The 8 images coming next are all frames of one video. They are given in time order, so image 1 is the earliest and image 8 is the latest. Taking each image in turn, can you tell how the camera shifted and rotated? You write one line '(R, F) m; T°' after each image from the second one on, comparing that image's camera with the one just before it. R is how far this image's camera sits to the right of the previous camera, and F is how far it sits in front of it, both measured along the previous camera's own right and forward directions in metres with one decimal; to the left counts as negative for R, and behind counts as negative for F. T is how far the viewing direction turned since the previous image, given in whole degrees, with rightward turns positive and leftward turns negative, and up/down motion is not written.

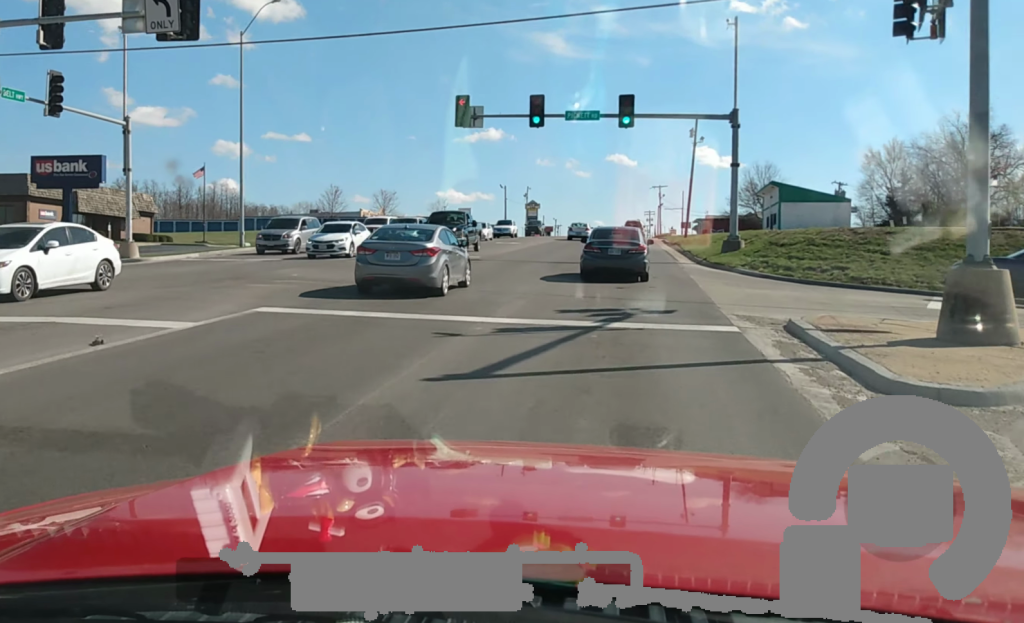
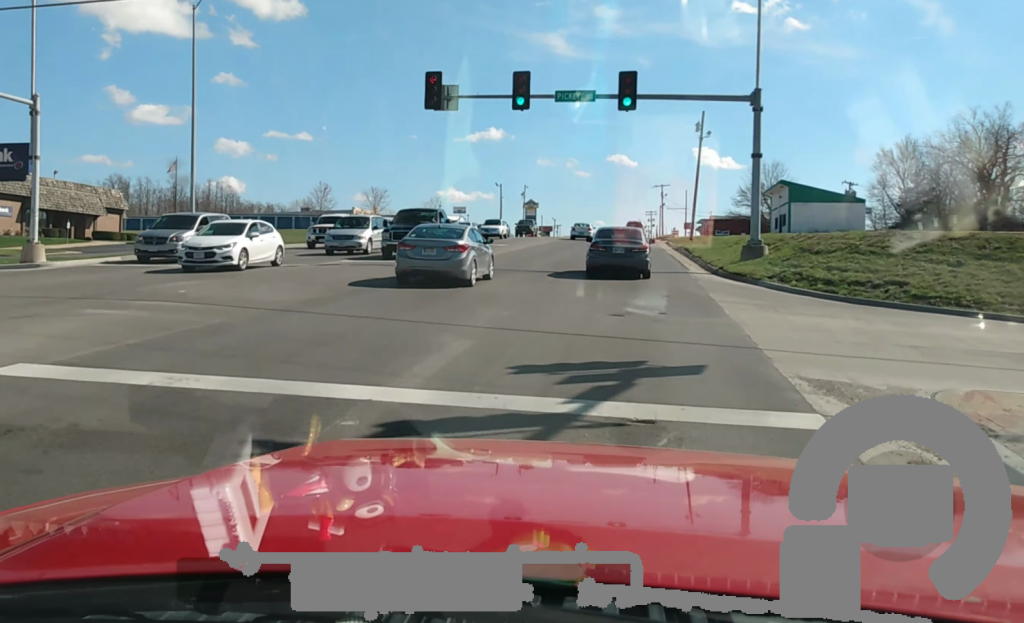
(0.0, +6.6) m; 0°
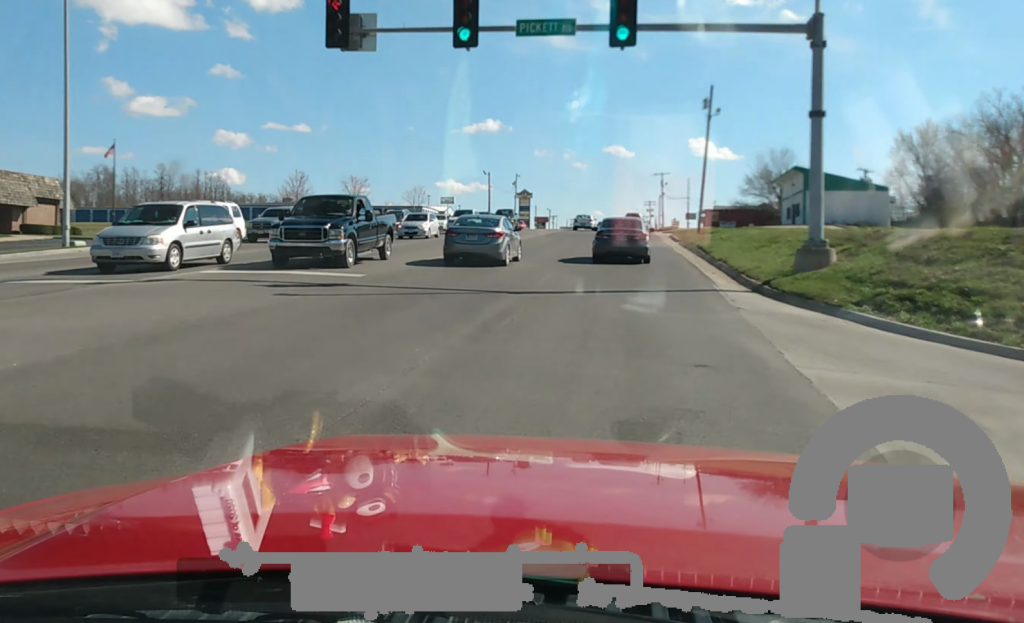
(0.0, +11.1) m; 0°
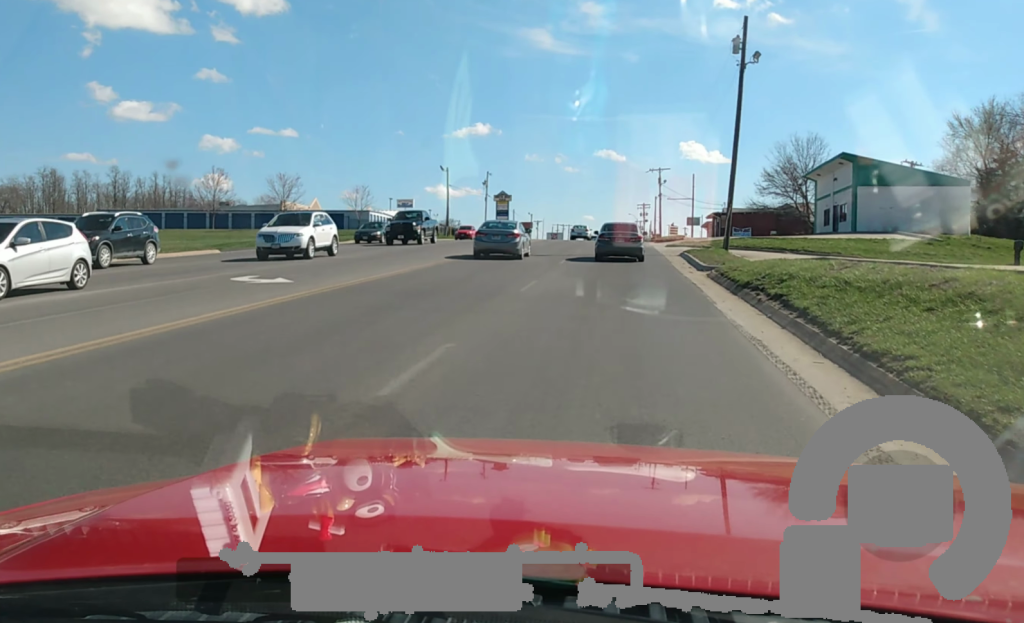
(0.0, +24.8) m; 0°
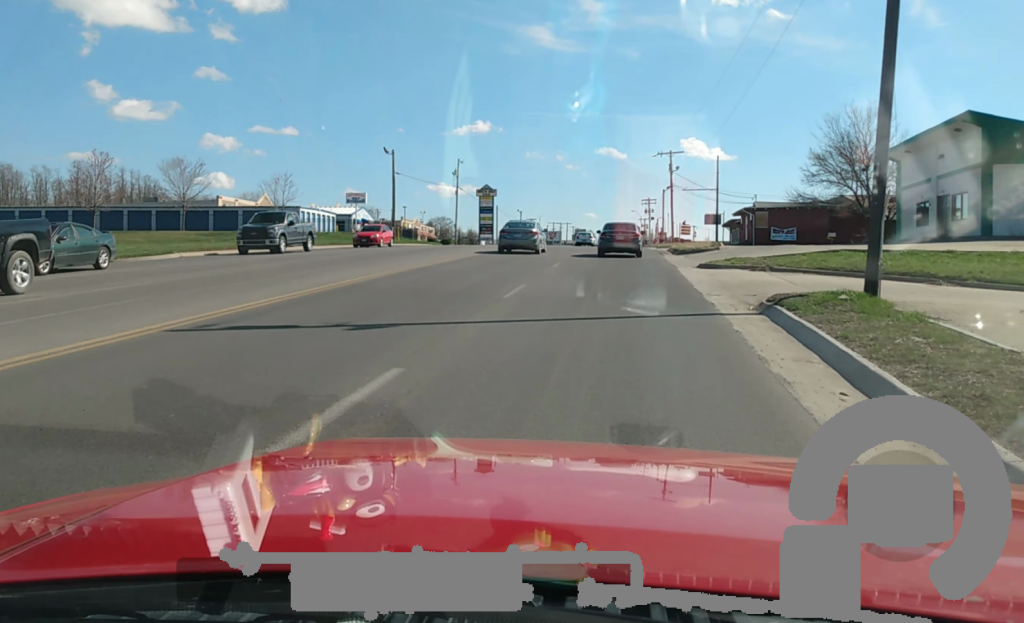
(0.0, +27.2) m; 0°
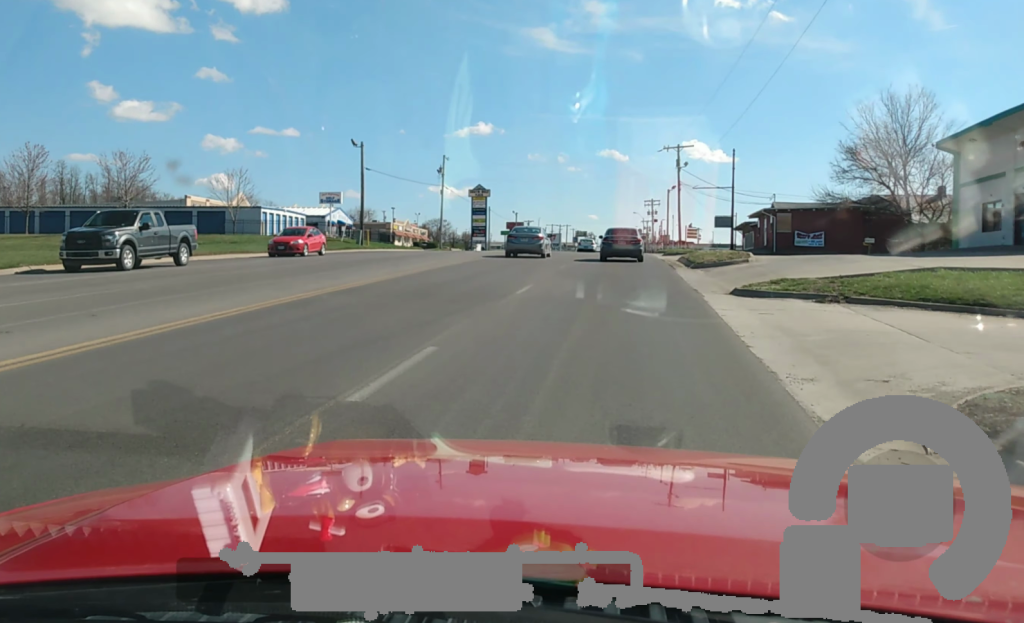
(0.0, +9.6) m; +1°
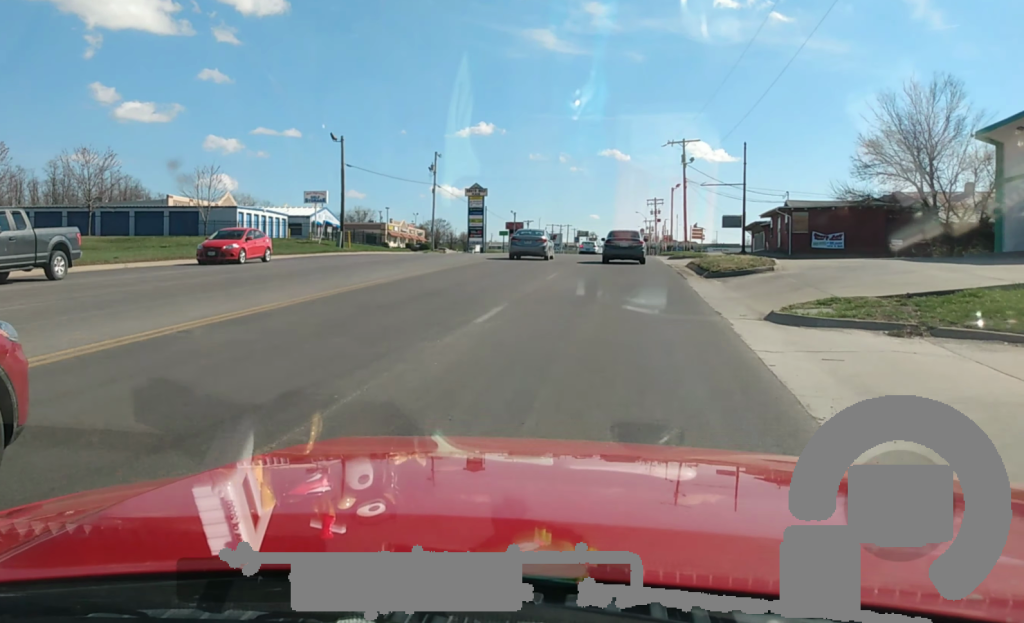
(0.0, +6.1) m; 0°
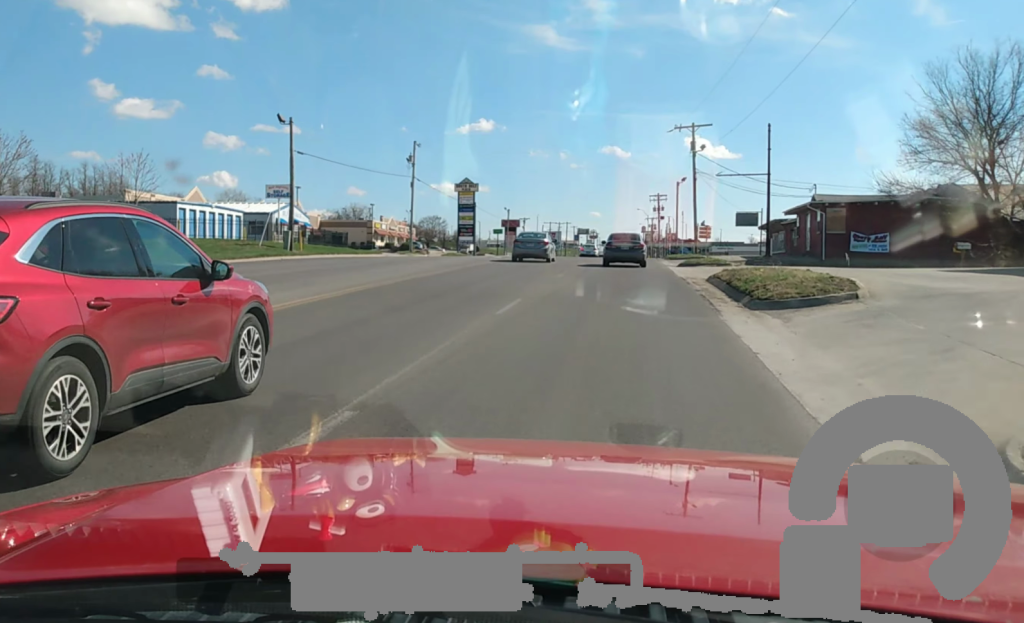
(+0.1, +10.0) m; 0°
